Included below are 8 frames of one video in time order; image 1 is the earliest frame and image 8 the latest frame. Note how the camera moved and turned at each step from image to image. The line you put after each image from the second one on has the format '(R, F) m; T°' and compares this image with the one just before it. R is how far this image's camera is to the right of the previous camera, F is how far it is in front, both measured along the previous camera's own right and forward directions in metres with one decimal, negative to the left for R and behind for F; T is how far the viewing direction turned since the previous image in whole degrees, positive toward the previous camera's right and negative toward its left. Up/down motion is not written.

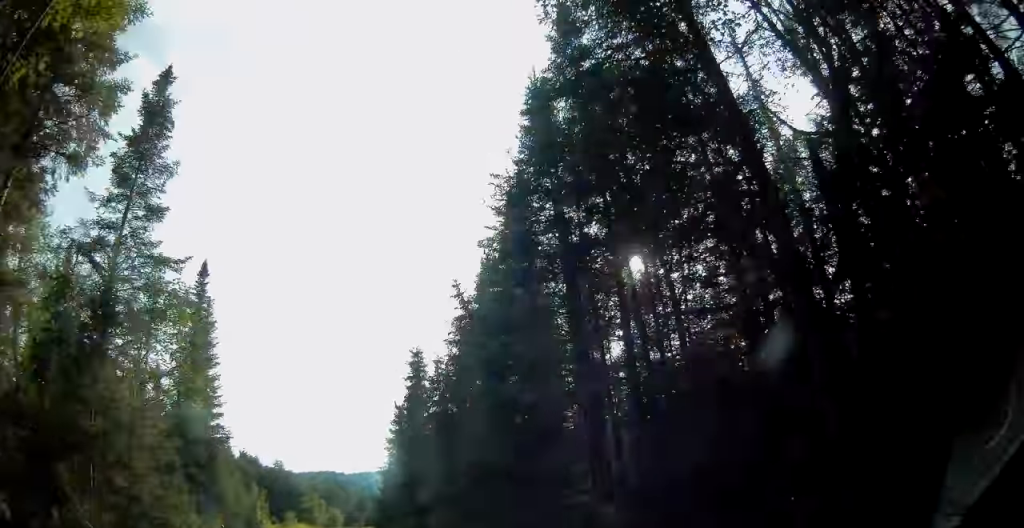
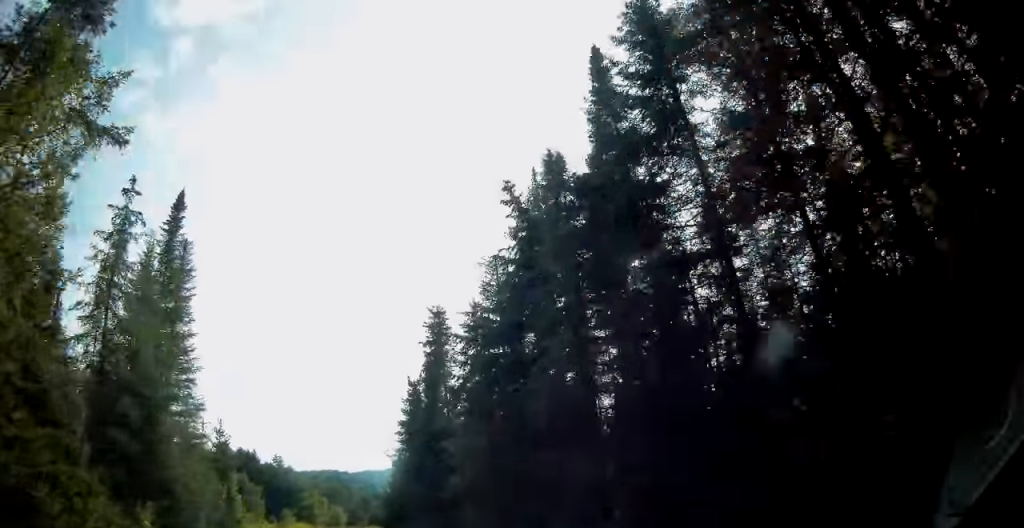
(+0.2, +7.3) m; +1°
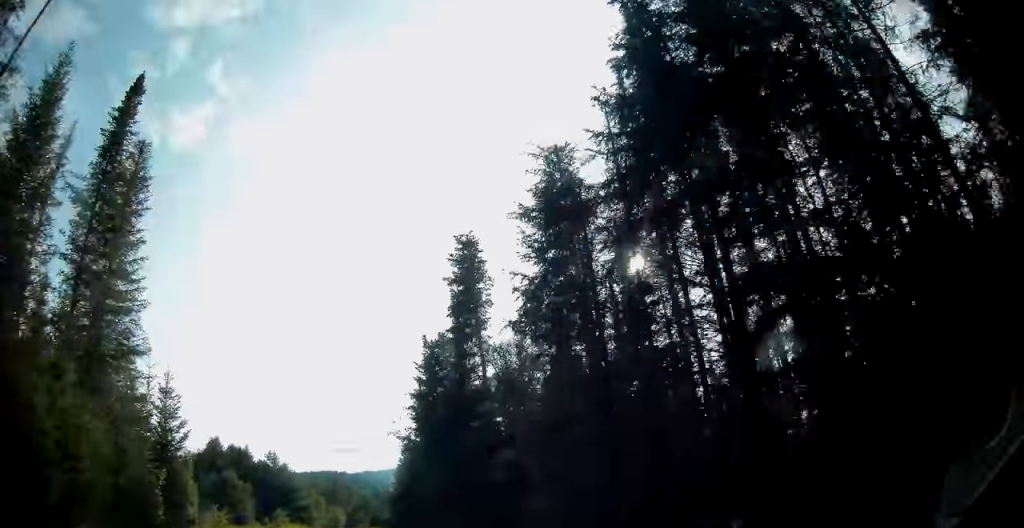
(+0.1, +8.2) m; -1°
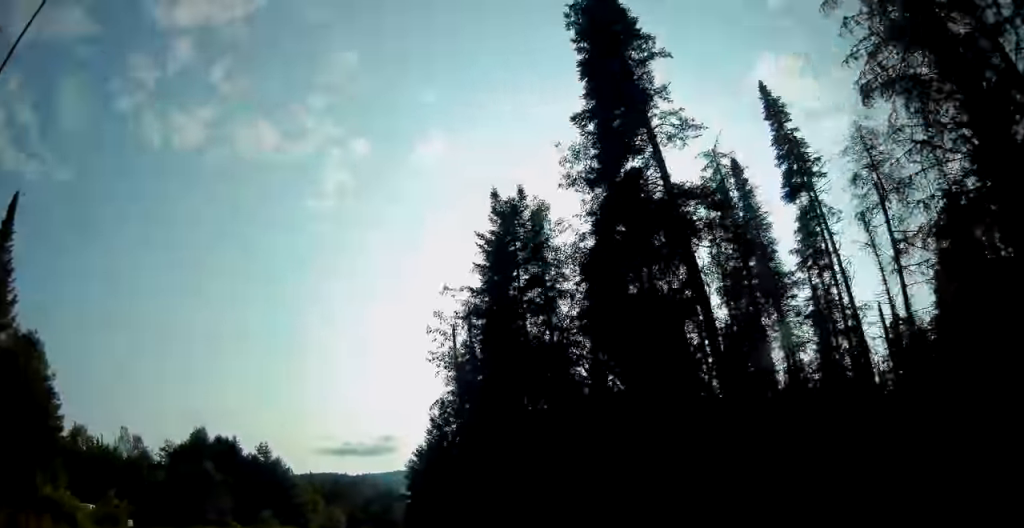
(-0.5, +13.5) m; -3°
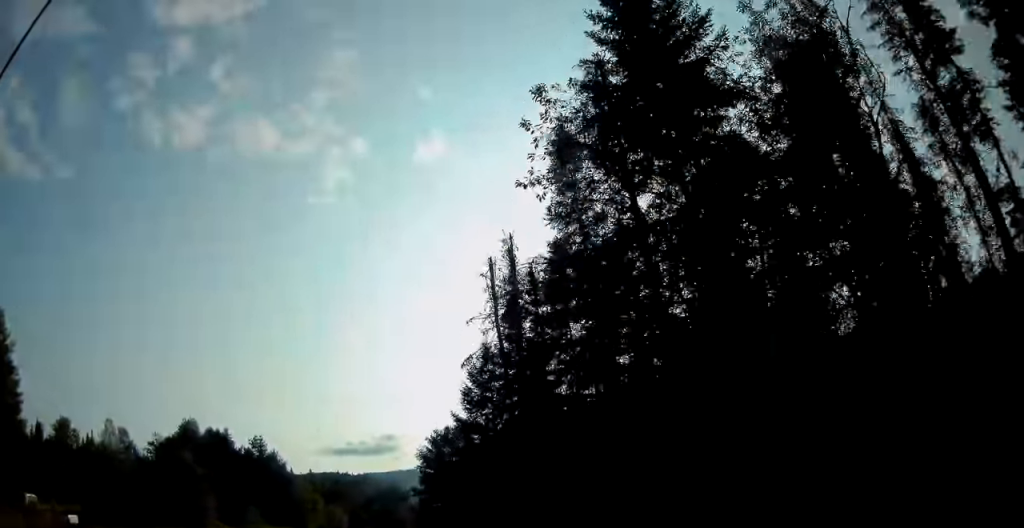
(0.0, +7.9) m; 0°
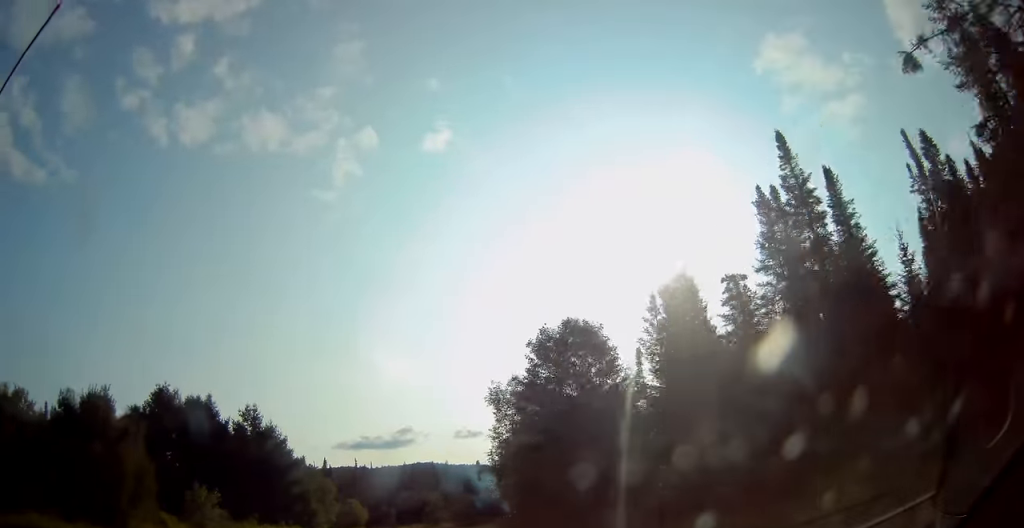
(+0.4, +22.4) m; 0°
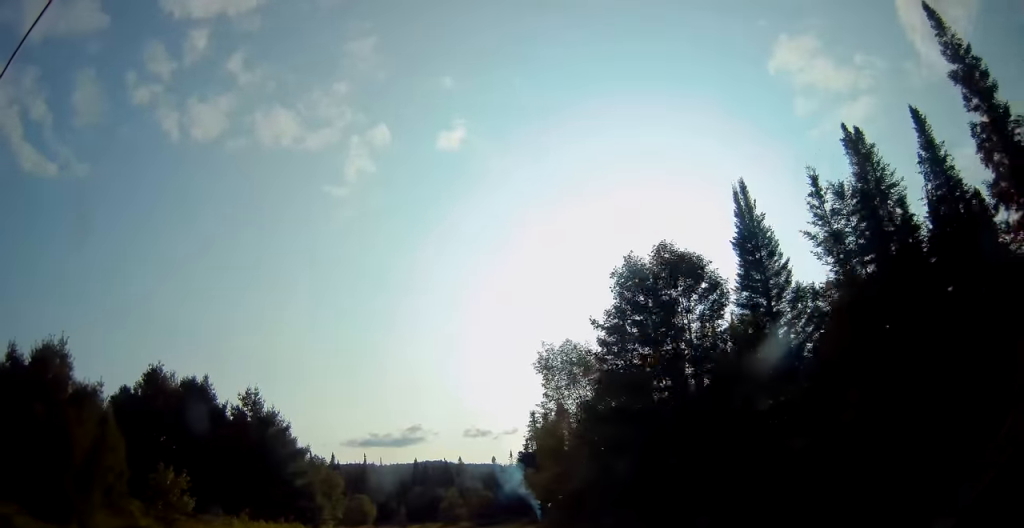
(0.0, +6.9) m; -1°
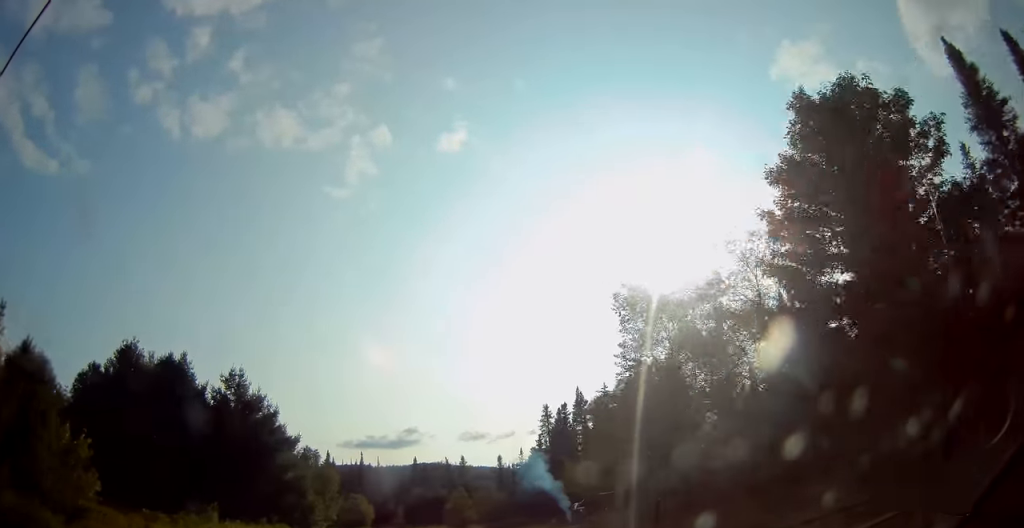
(-0.2, +8.6) m; -1°
